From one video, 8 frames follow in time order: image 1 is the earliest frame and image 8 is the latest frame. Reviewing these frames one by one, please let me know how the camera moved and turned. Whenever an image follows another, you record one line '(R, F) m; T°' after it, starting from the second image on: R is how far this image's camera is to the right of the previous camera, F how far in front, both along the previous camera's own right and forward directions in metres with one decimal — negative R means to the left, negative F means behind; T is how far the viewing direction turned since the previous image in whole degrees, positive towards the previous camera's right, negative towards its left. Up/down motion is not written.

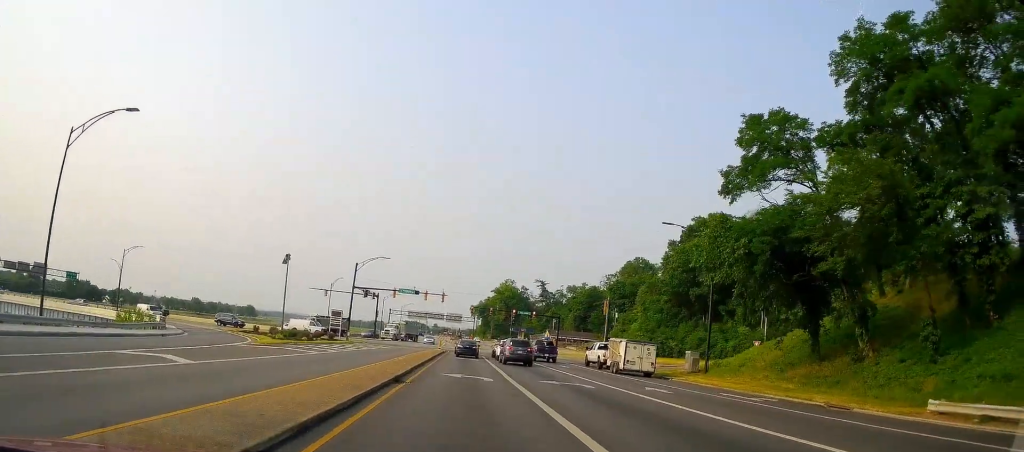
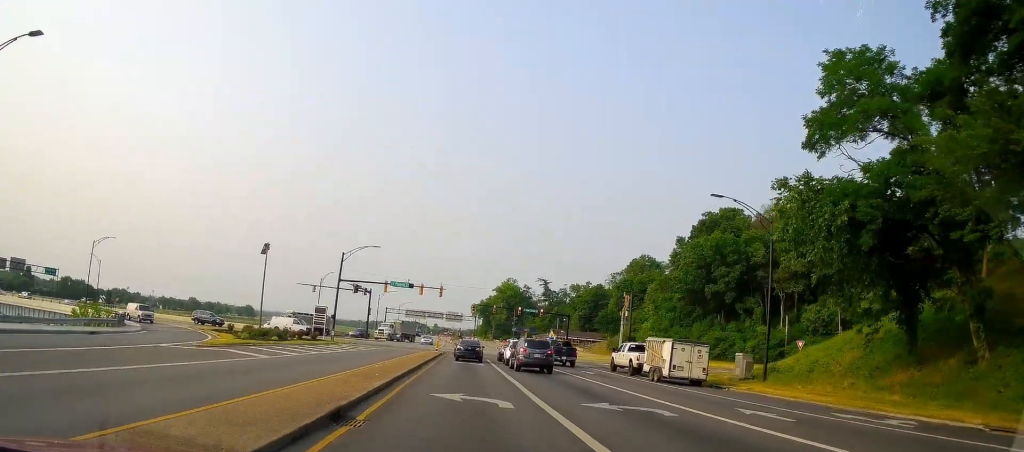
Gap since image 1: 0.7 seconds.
(0.0, +8.1) m; -2°
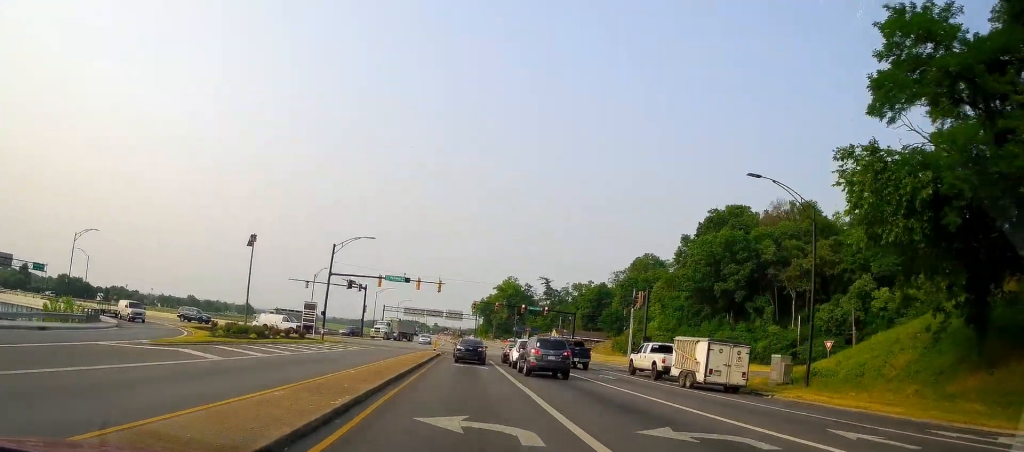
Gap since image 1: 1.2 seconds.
(-0.2, +4.5) m; -2°
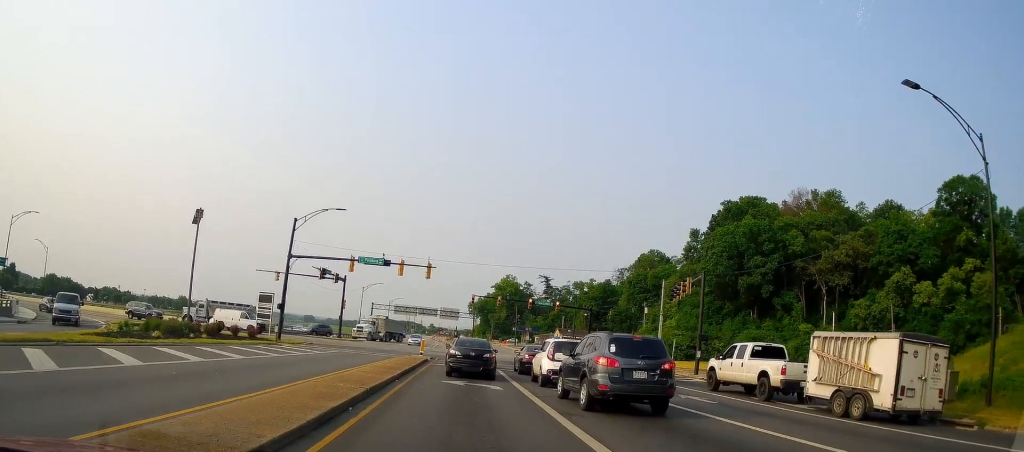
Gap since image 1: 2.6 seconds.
(-0.2, +12.6) m; -1°
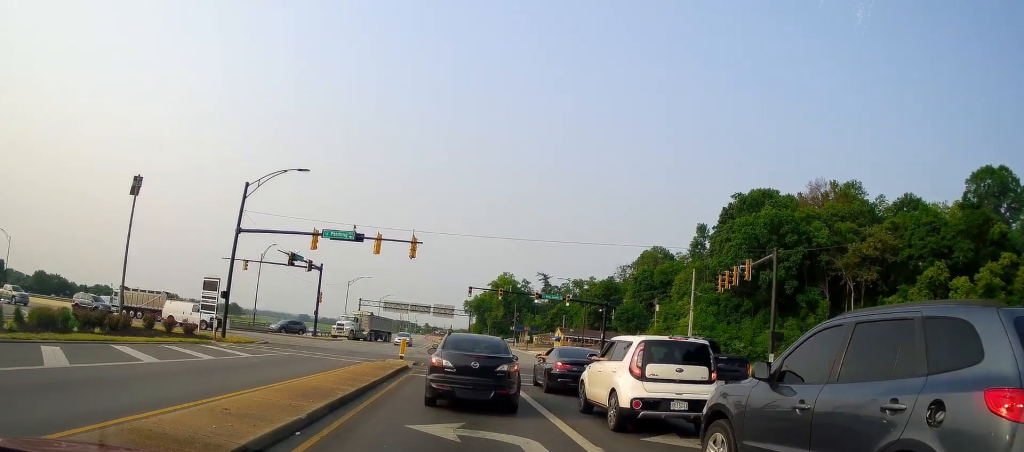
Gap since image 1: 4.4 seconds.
(0.0, +11.9) m; 0°
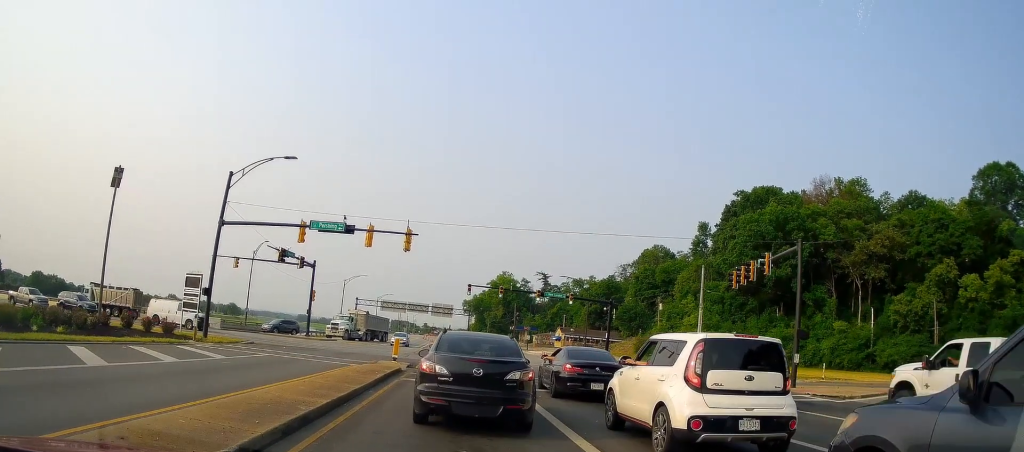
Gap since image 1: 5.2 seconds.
(0.0, +3.2) m; 0°
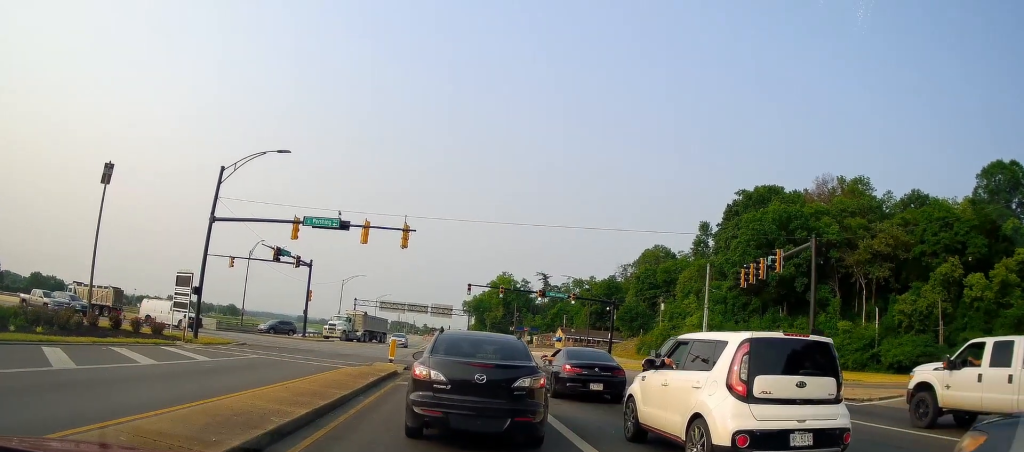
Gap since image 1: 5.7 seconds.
(0.0, +1.6) m; 0°
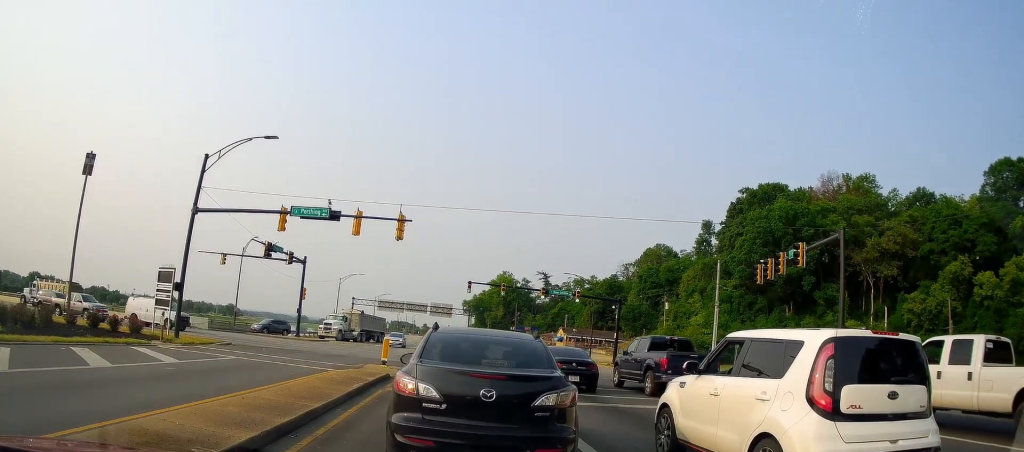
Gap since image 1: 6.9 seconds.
(0.0, +2.8) m; 0°
